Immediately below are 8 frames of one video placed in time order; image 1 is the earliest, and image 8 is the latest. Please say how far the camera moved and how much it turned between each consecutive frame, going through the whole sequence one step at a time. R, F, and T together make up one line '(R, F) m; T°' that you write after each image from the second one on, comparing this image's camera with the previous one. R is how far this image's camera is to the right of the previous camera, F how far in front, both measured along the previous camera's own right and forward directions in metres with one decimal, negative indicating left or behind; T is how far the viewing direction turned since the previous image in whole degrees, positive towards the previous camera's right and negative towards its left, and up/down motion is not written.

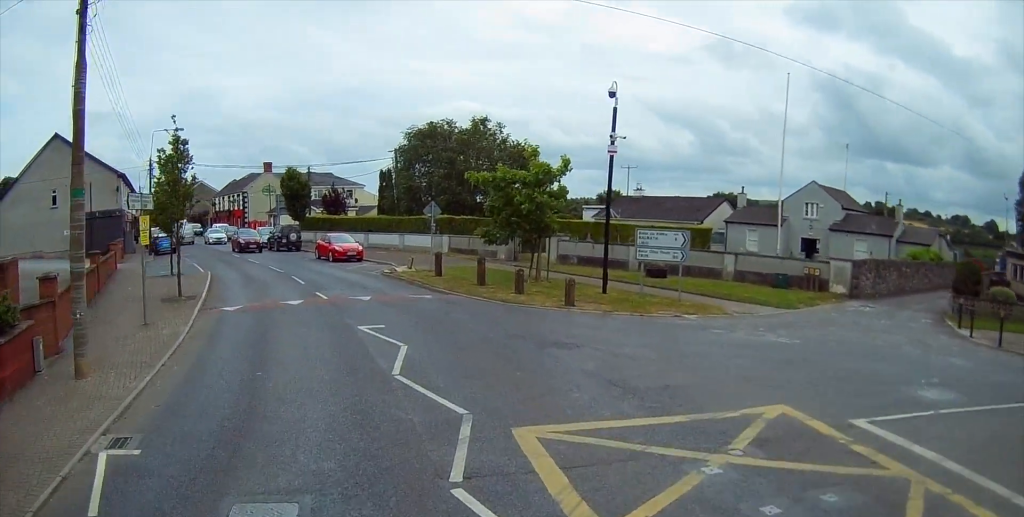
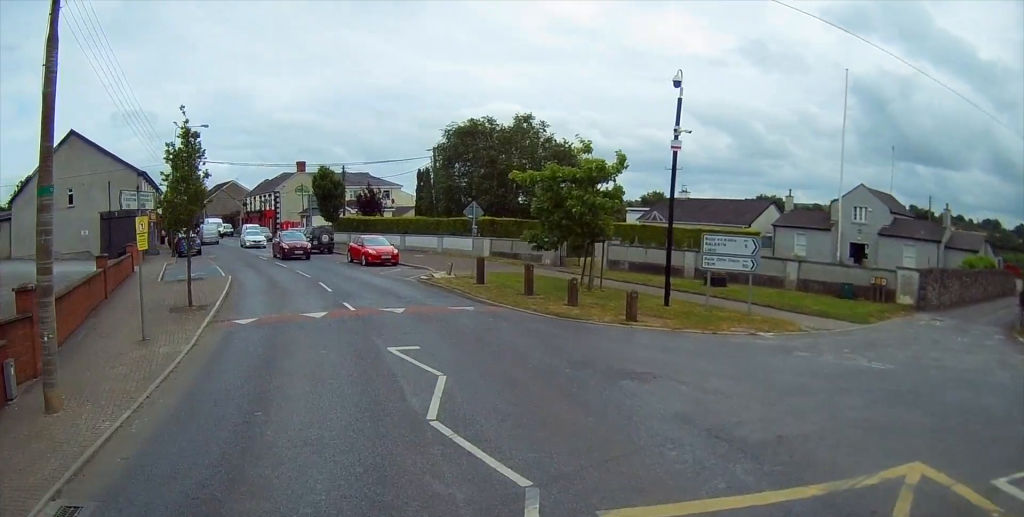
(0.0, +2.3) m; -1°
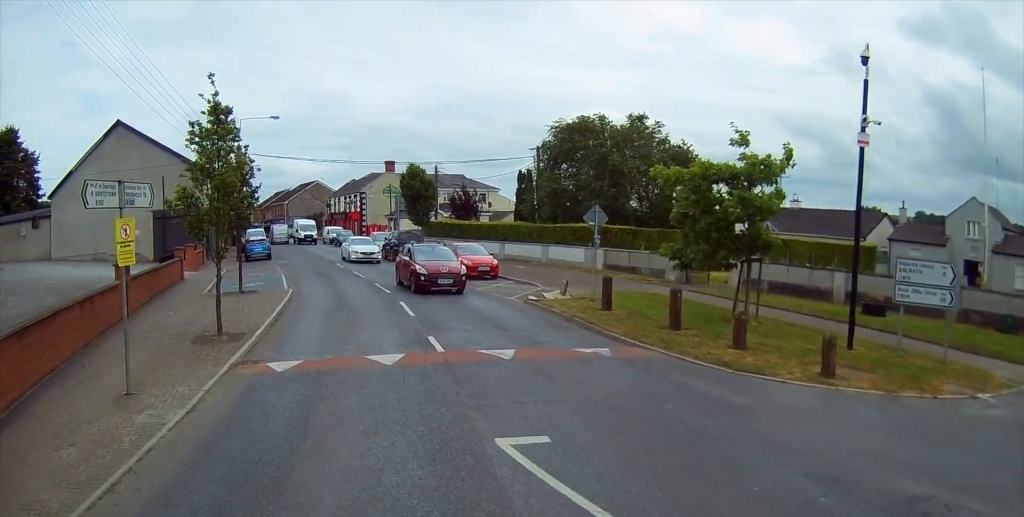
(-0.1, +4.8) m; -14°
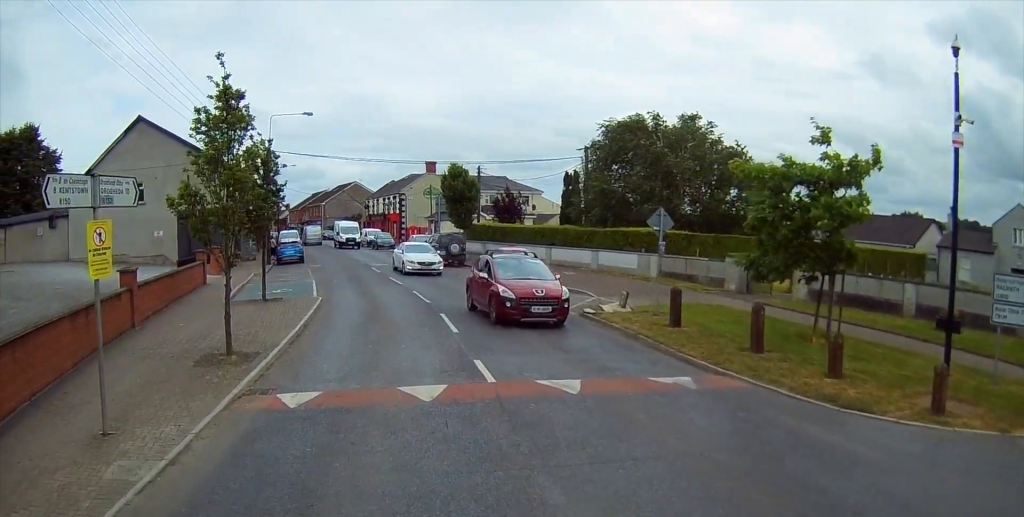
(-0.3, +1.9) m; -4°
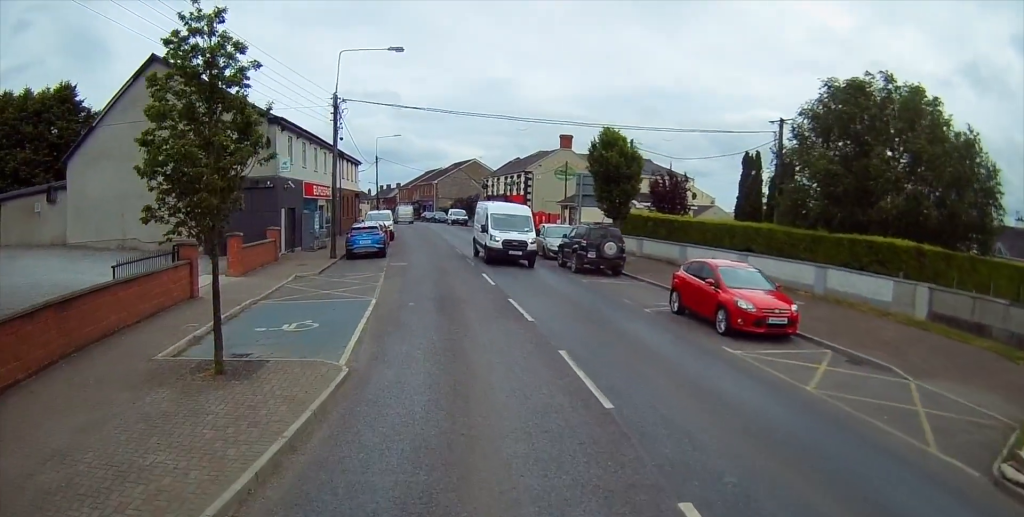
(-0.8, +11.5) m; -7°
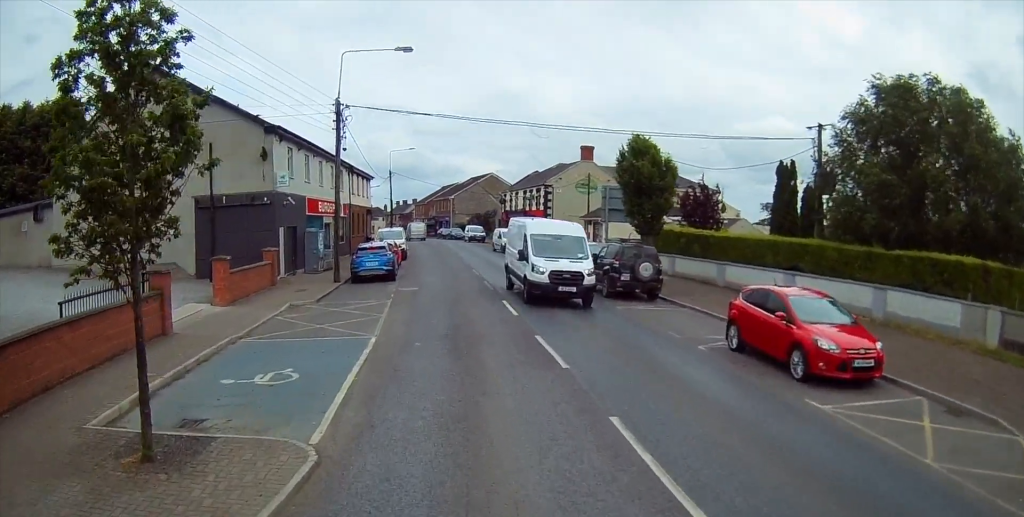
(0.0, +2.7) m; 0°
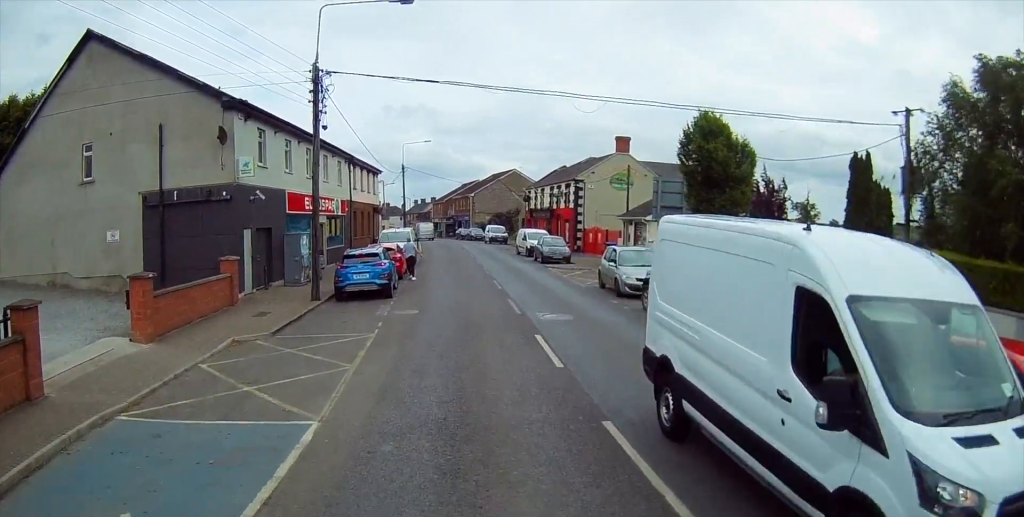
(+0.1, +5.9) m; +1°
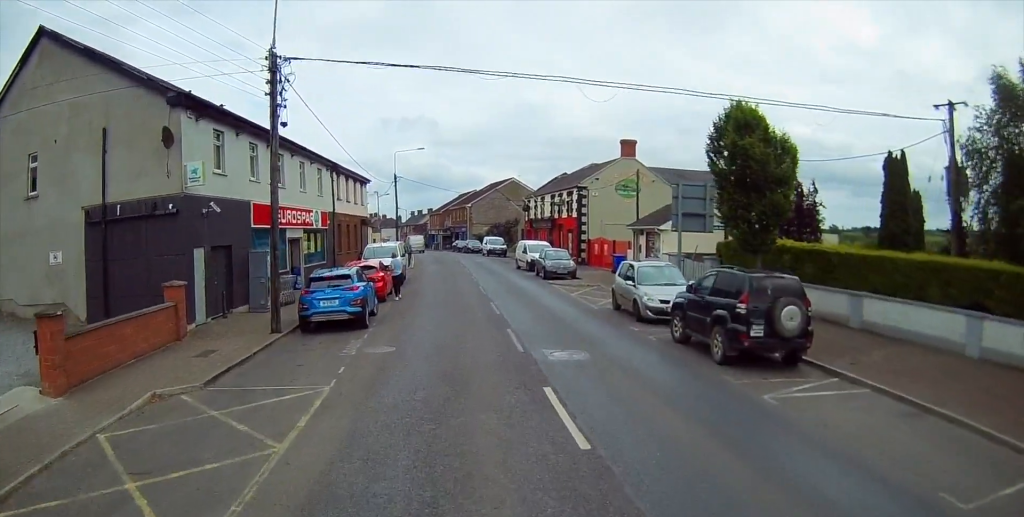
(0.0, +3.4) m; -1°
